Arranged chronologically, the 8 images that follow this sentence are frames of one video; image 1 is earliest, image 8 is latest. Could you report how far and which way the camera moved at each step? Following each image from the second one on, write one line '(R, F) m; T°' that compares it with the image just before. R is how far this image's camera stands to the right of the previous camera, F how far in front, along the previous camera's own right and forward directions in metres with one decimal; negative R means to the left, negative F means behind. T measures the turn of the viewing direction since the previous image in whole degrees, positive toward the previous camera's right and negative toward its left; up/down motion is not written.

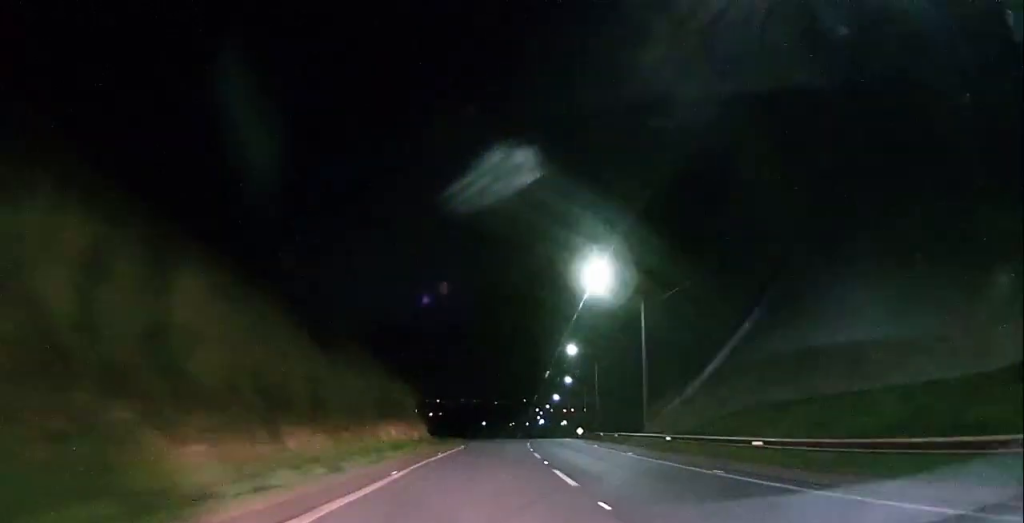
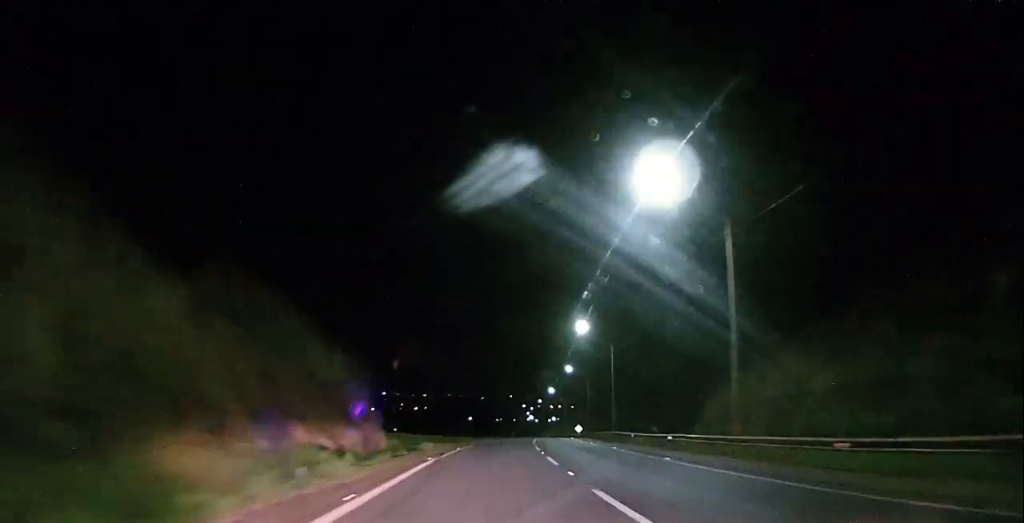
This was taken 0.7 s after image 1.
(+0.2, +17.4) m; +1°
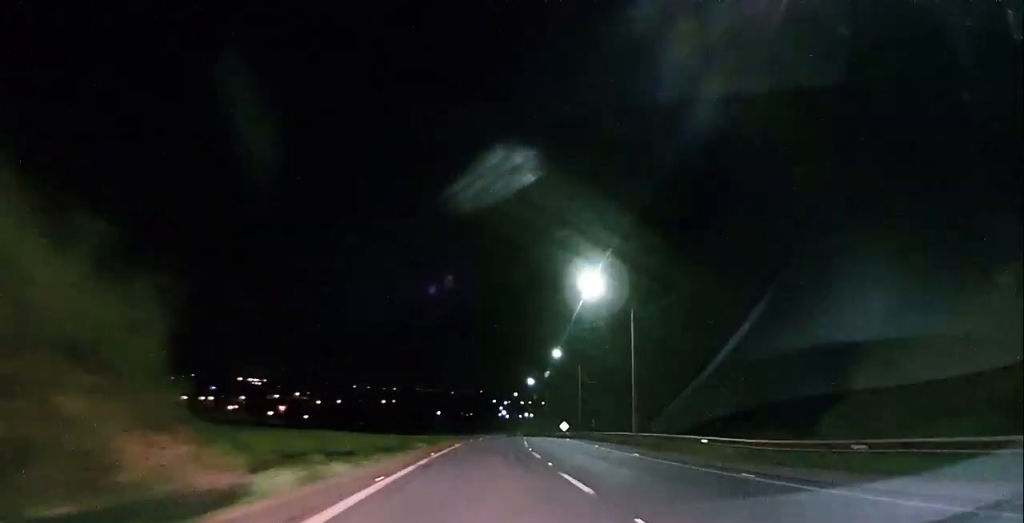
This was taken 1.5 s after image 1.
(+0.3, +19.7) m; +2°
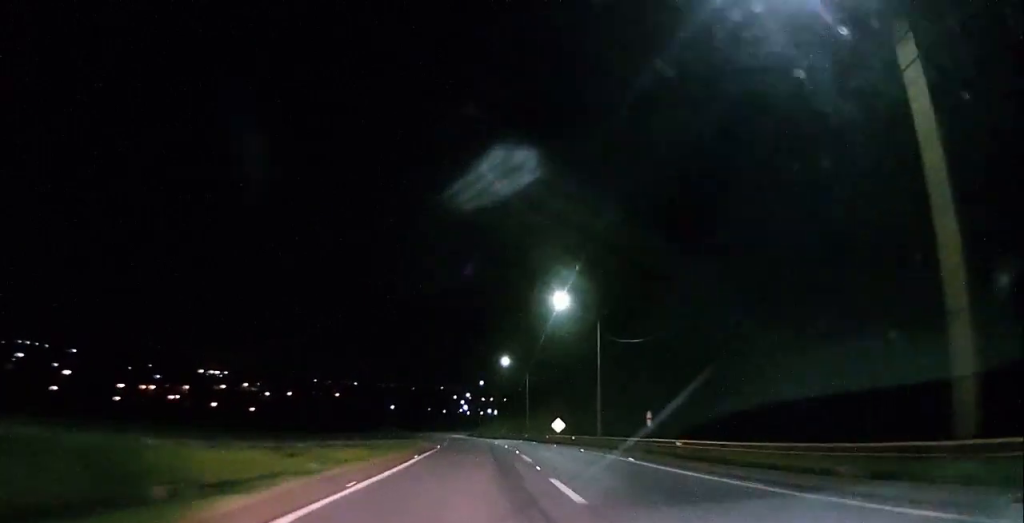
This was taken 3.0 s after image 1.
(+0.7, +36.5) m; +3°
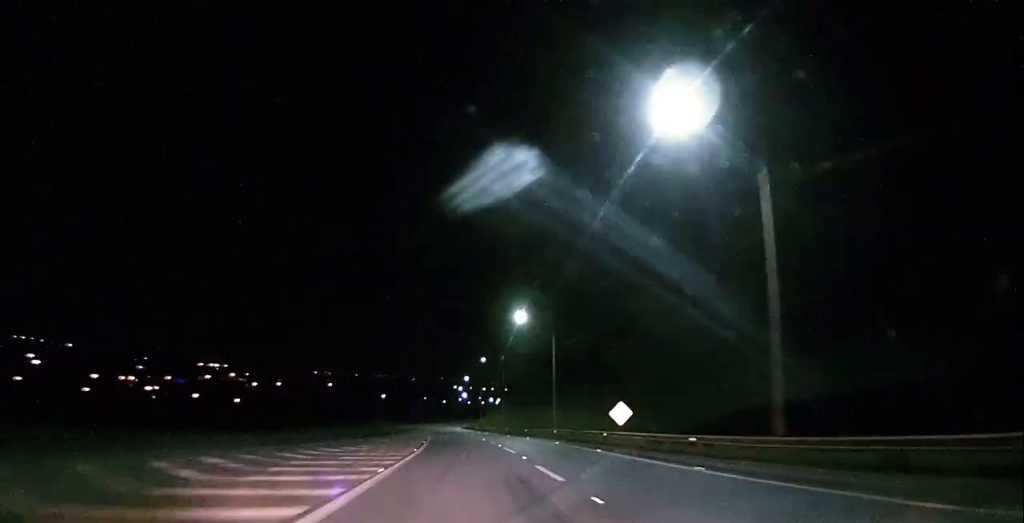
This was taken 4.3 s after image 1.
(+1.2, +31.4) m; +2°
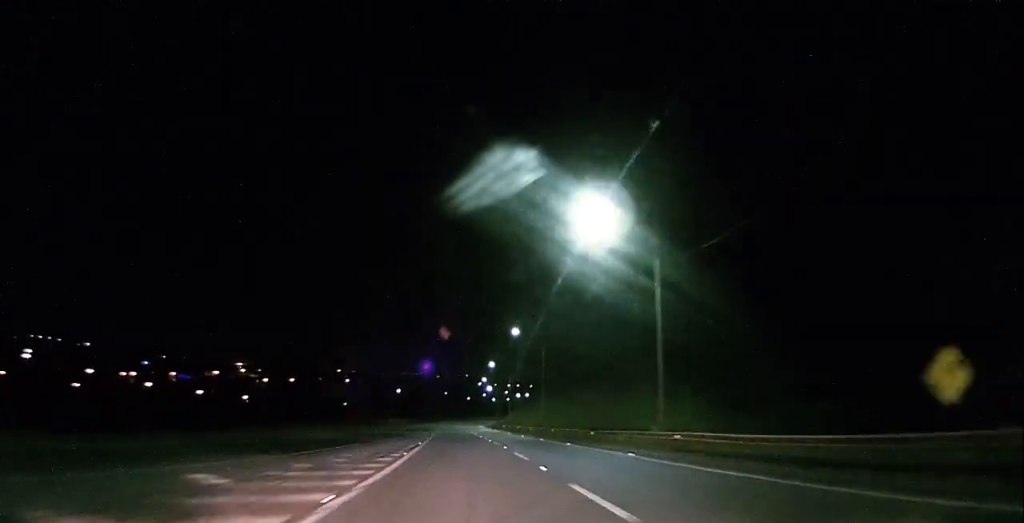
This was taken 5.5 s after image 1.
(-0.6, +28.8) m; -1°
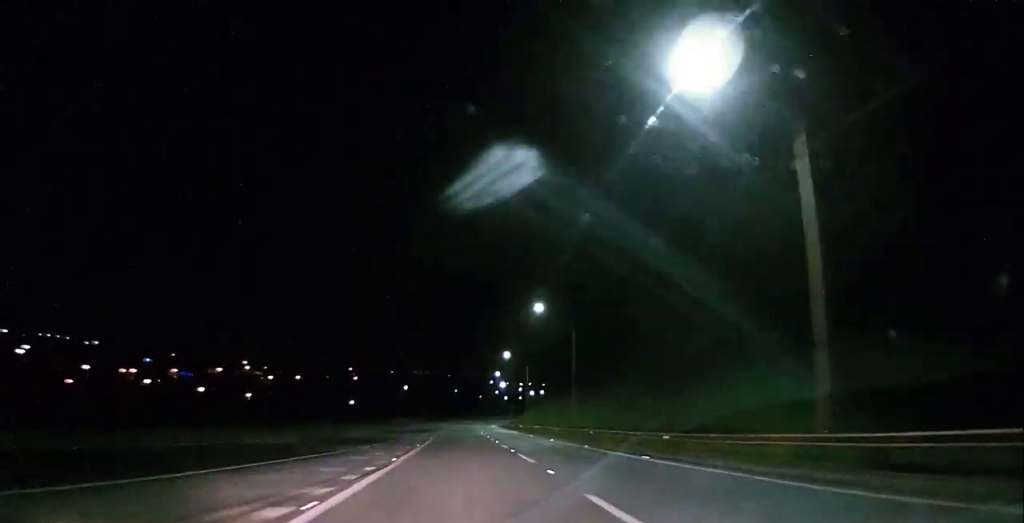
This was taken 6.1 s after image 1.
(0.0, +14.5) m; 0°
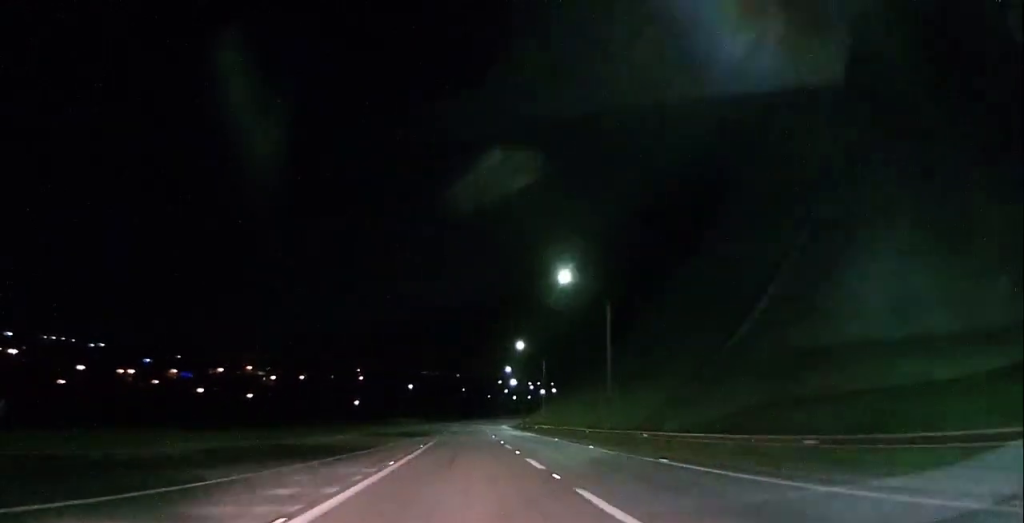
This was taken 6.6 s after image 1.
(0.0, +12.1) m; 0°
